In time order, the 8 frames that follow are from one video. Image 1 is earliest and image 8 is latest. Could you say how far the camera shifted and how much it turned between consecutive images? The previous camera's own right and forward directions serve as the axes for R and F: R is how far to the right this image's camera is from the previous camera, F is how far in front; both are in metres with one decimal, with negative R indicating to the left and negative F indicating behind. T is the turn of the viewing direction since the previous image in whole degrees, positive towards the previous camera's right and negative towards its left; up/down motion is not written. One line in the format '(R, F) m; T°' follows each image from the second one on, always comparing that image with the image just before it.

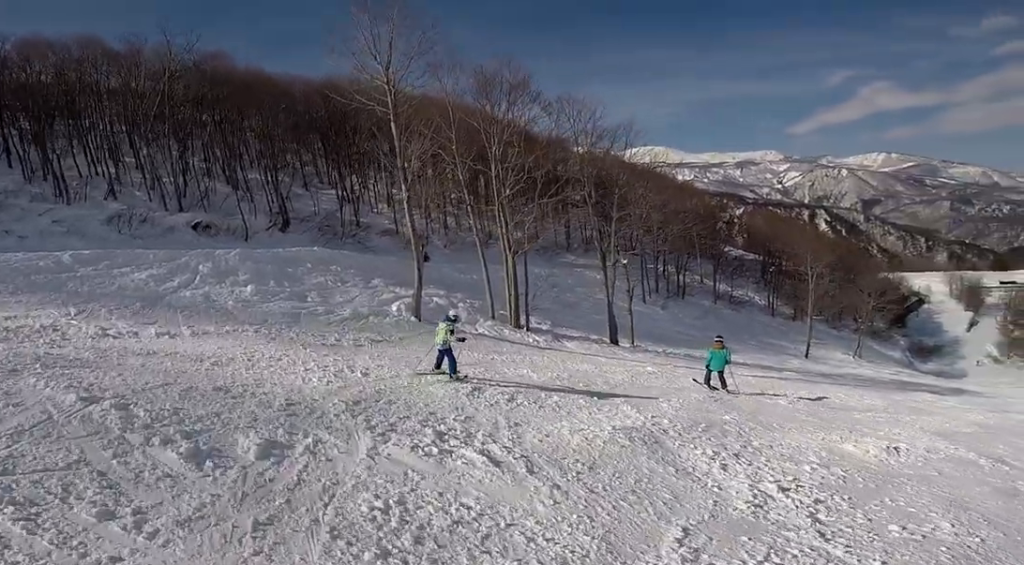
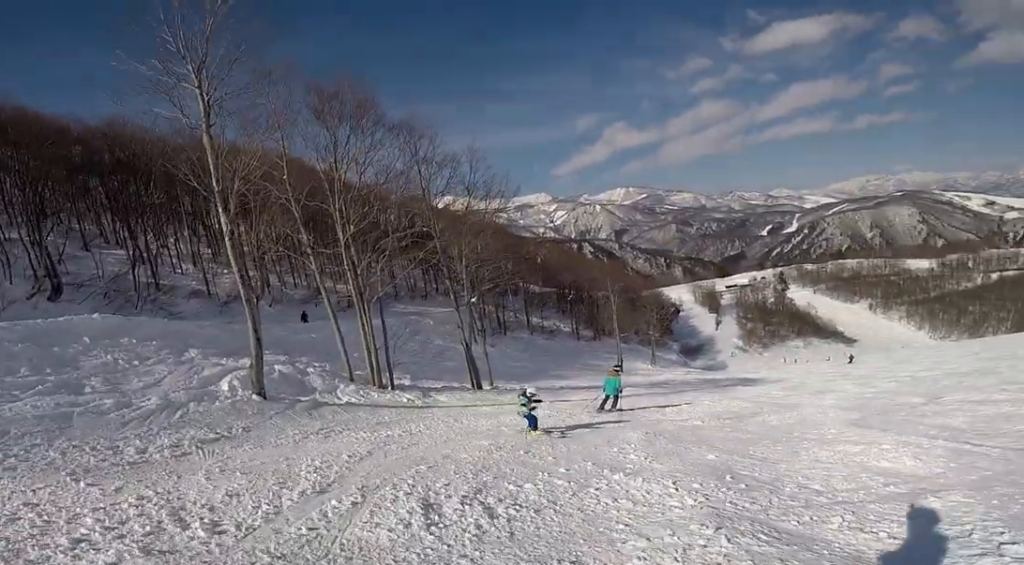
(+0.7, +4.0) m; +30°
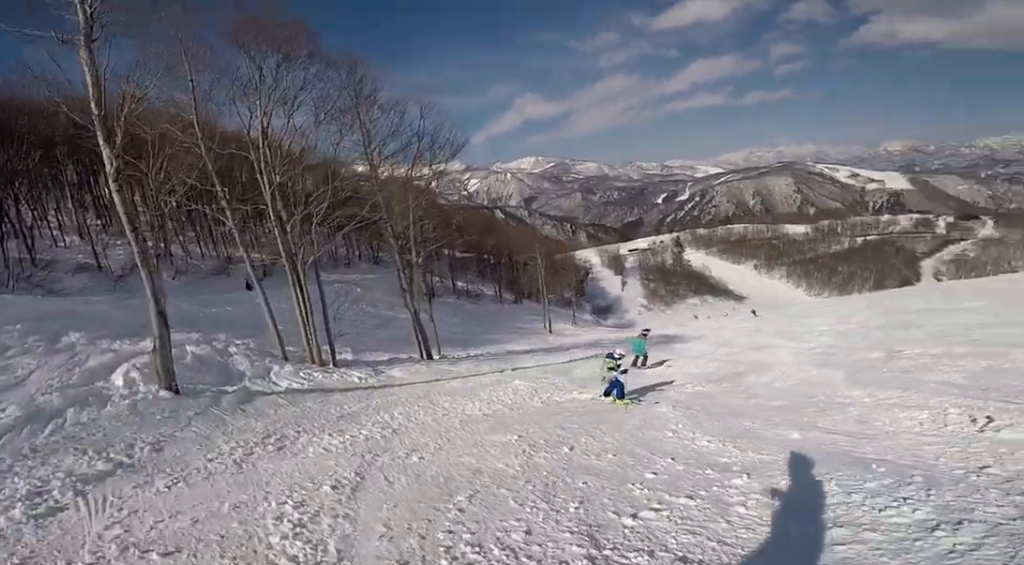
(+0.8, +3.1) m; +24°
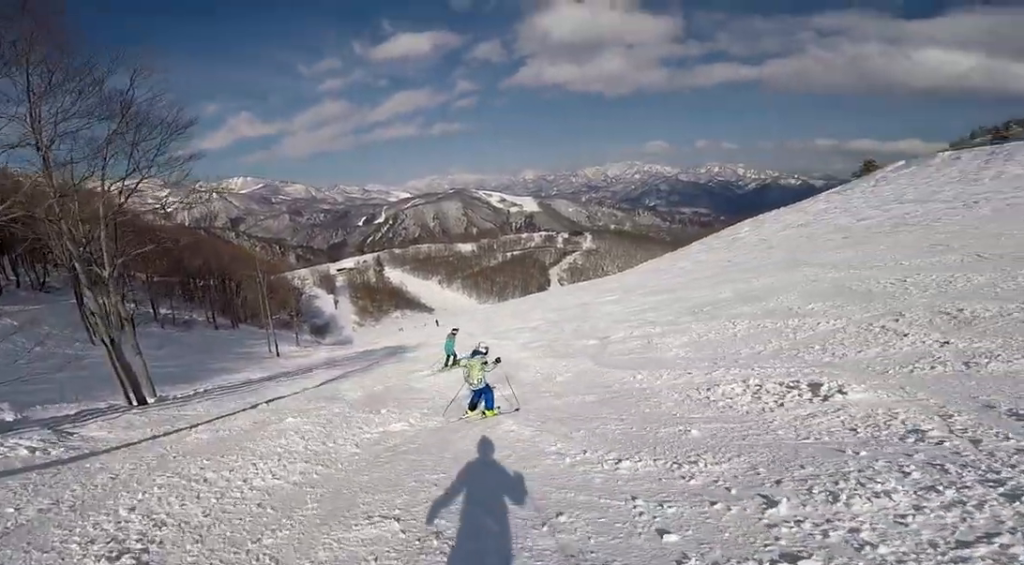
(+0.5, +2.7) m; +27°
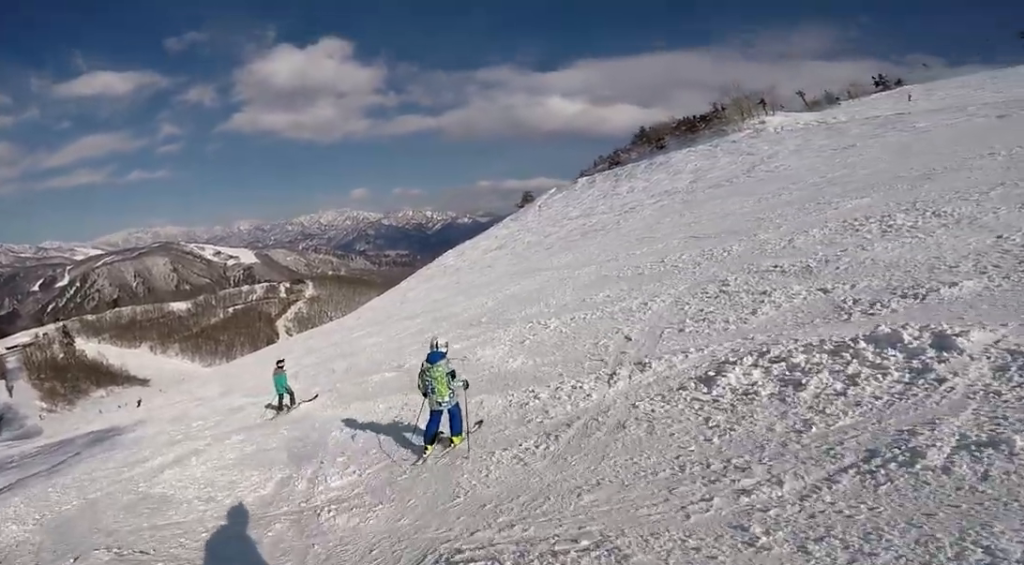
(+1.2, +4.0) m; +33°
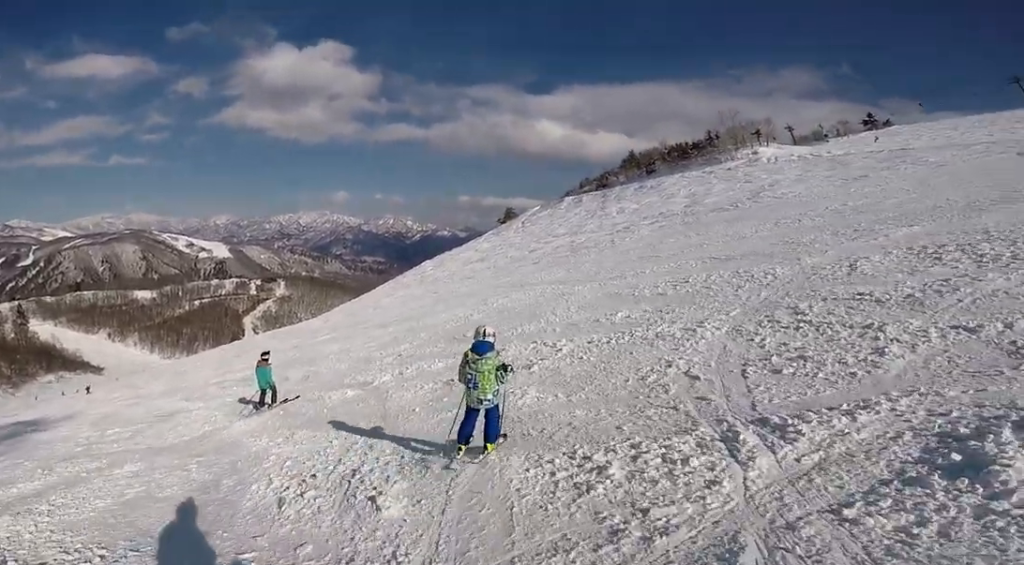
(+0.6, +2.5) m; +13°
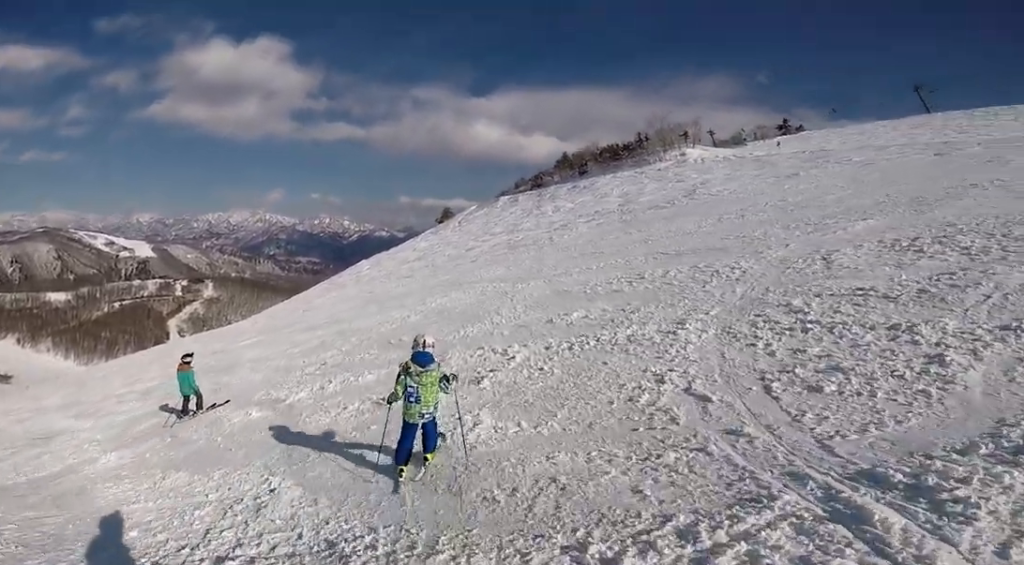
(+0.1, +1.7) m; +6°
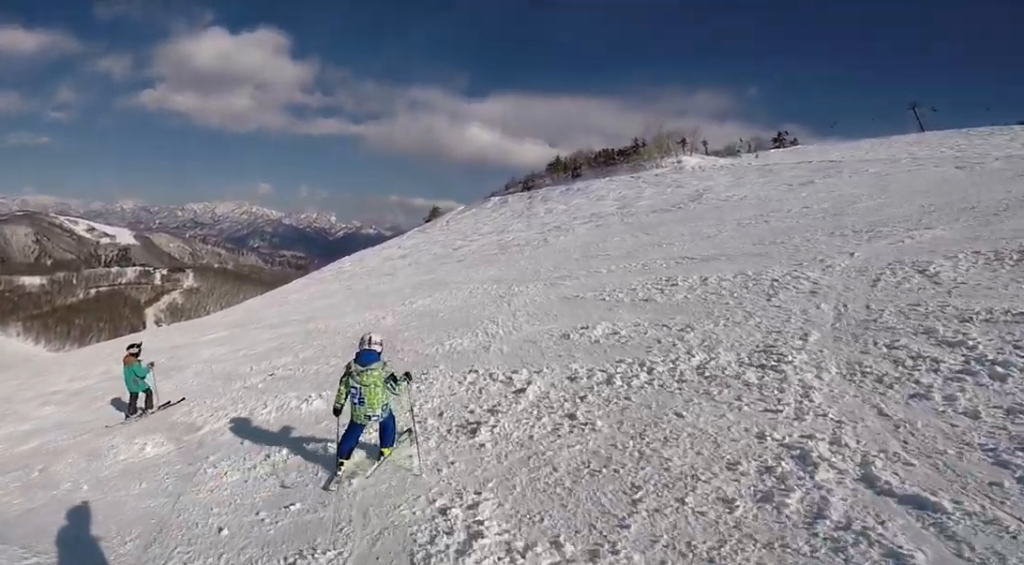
(+0.1, +2.2) m; +1°
